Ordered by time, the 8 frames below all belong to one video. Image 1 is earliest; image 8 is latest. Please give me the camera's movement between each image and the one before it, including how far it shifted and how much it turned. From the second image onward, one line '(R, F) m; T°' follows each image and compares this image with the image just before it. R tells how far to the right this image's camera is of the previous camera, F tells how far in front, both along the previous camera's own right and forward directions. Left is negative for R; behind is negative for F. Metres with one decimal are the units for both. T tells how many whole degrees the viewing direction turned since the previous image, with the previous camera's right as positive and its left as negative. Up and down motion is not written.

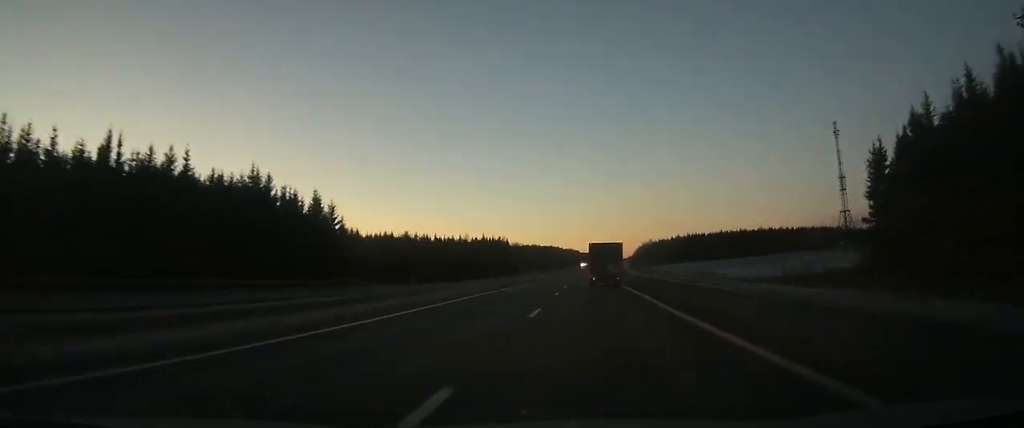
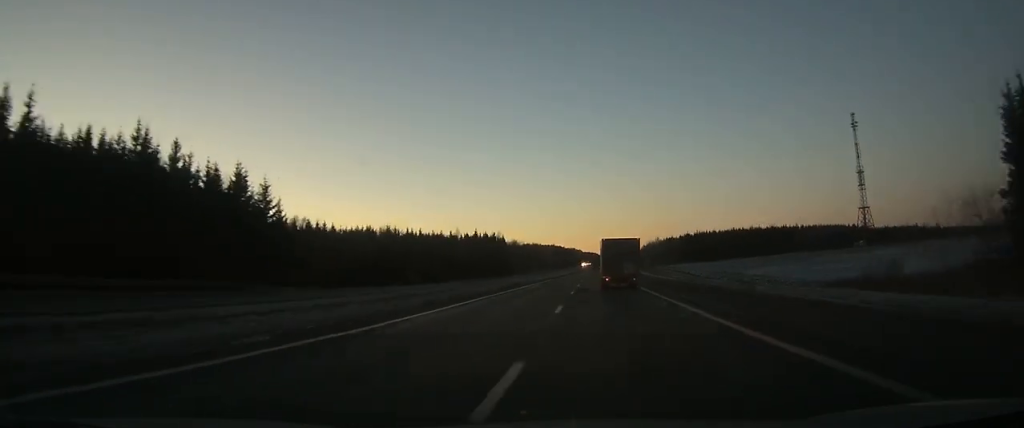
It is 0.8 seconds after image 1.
(-0.1, +22.0) m; 0°
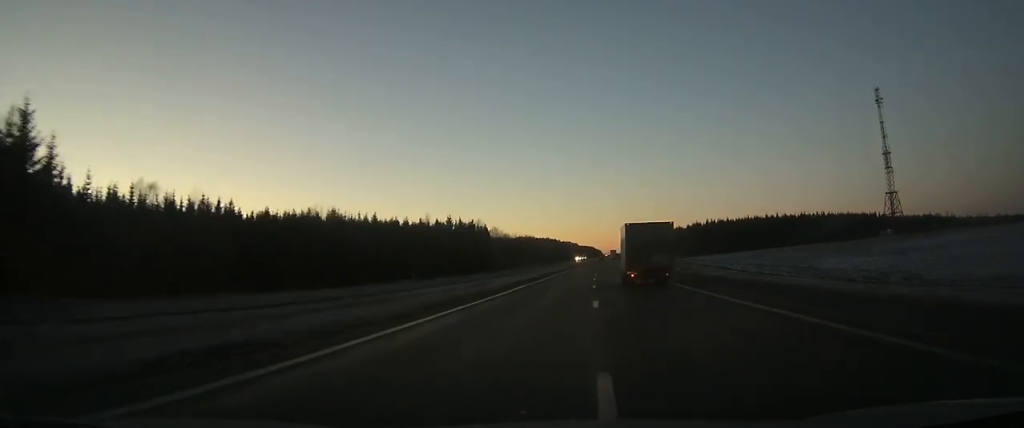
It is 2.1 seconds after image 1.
(+0.2, +36.5) m; +1°
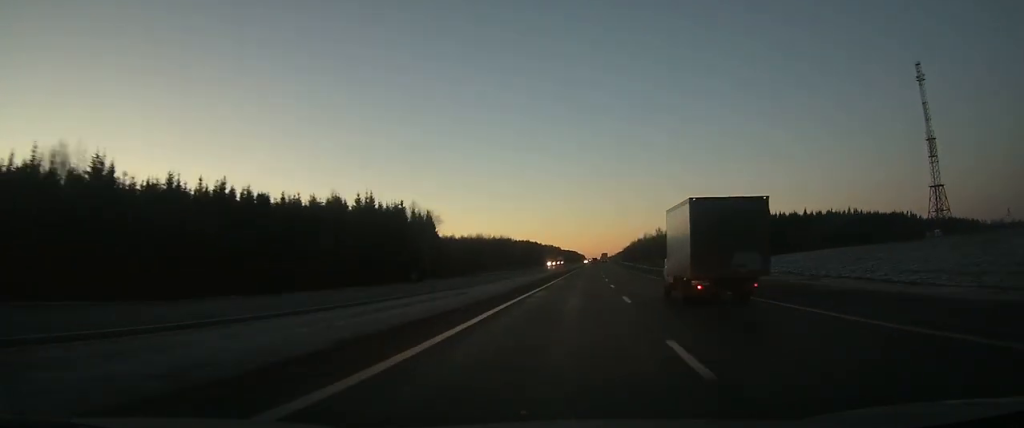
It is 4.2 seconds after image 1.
(+0.5, +56.8) m; +1°
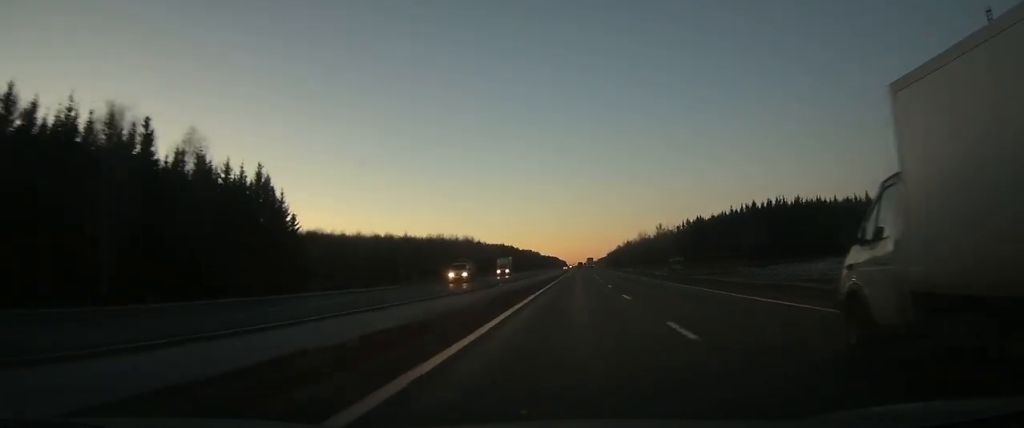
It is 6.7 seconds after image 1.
(+1.2, +68.7) m; +2°
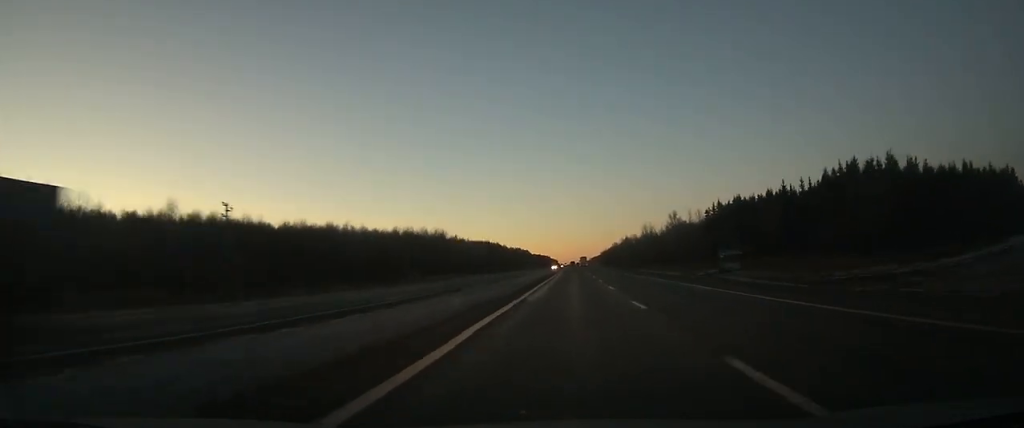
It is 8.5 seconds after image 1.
(+0.5, +53.0) m; 0°
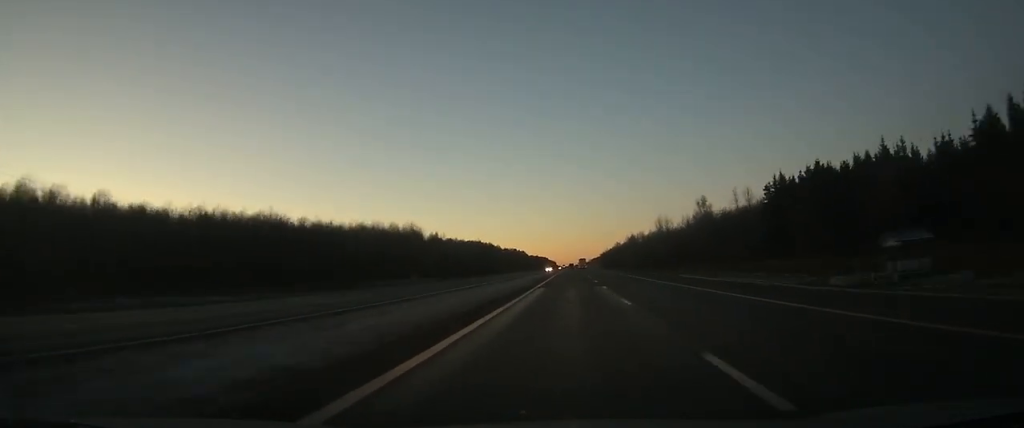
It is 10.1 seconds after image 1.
(+0.1, +46.2) m; 0°
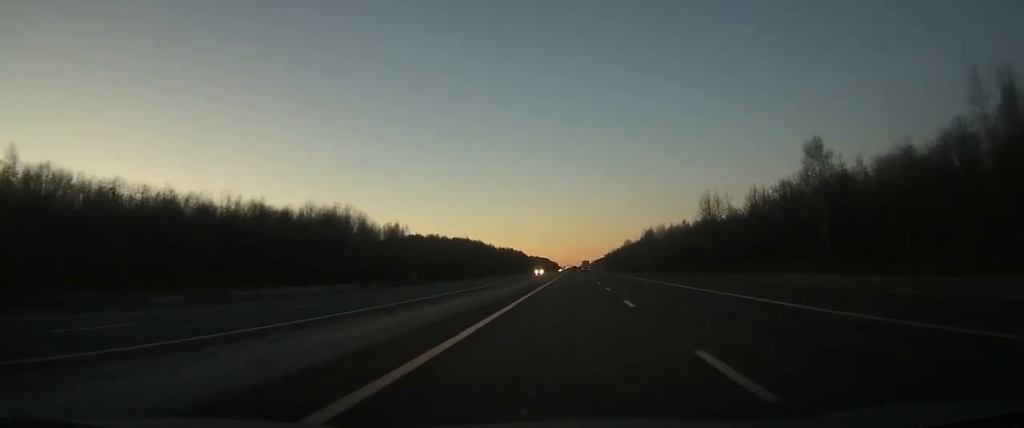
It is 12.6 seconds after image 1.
(0.0, +71.9) m; 0°
